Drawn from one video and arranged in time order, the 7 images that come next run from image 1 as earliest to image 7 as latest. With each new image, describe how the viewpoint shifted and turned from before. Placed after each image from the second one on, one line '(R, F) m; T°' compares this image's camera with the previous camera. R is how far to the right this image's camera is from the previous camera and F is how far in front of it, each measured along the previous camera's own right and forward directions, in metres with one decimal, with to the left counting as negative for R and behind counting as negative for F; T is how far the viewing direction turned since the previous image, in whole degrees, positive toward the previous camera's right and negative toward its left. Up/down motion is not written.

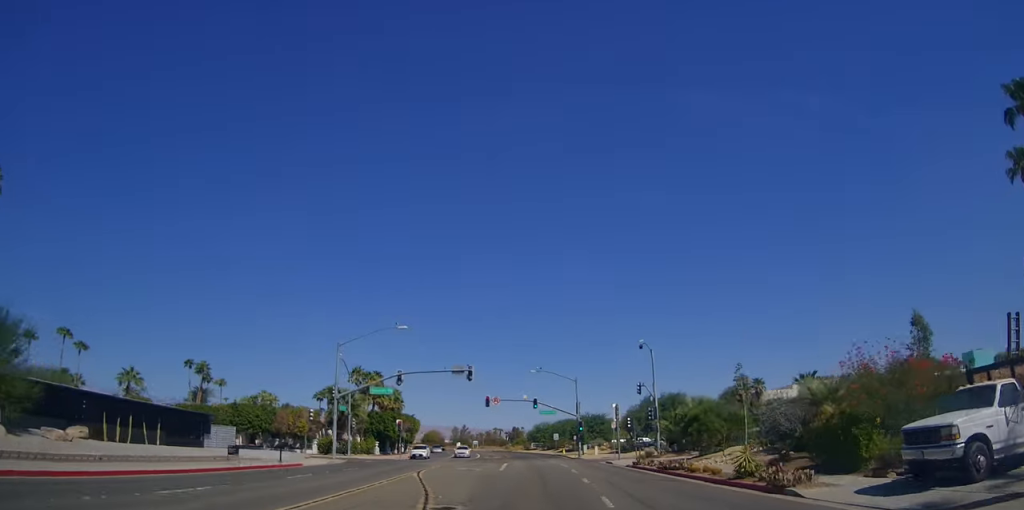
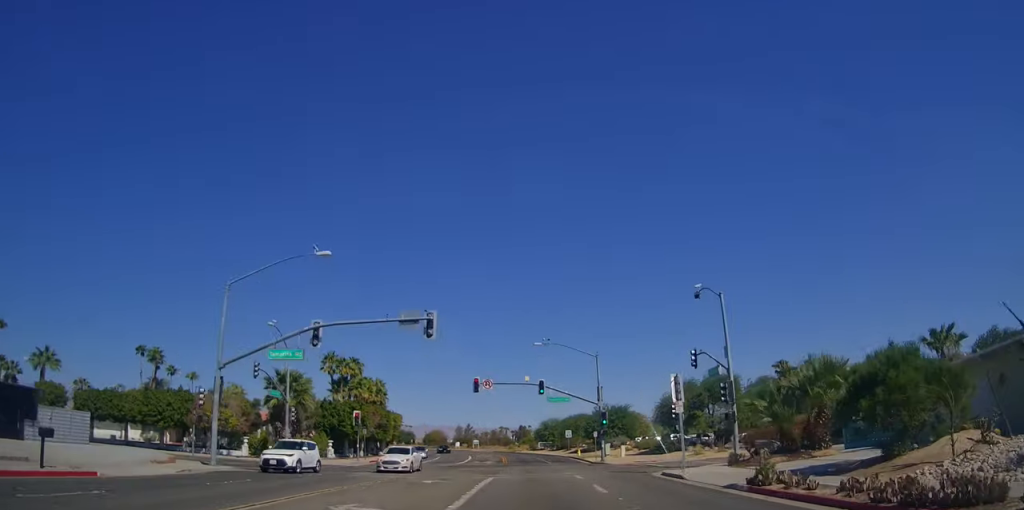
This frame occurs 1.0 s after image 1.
(-0.5, +18.5) m; -1°
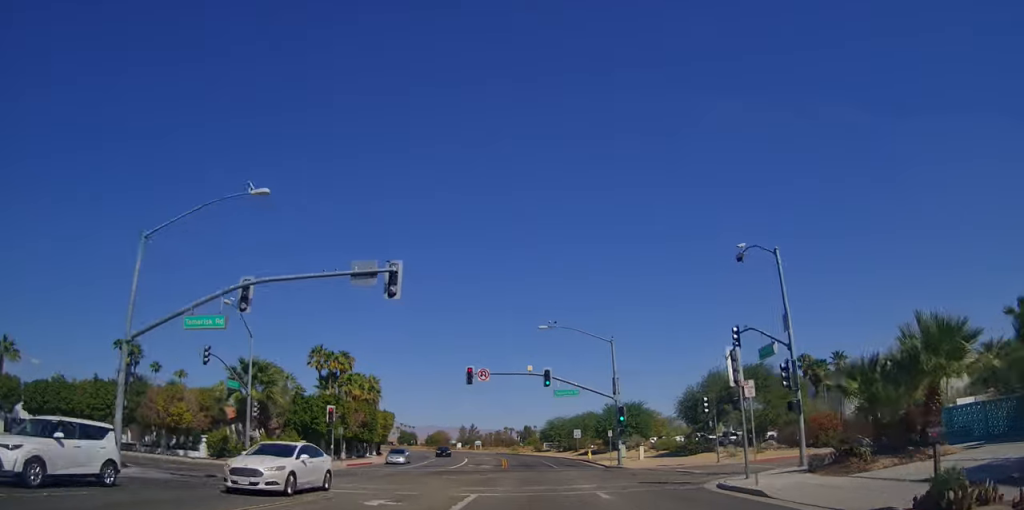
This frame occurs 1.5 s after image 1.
(-0.1, +7.7) m; 0°
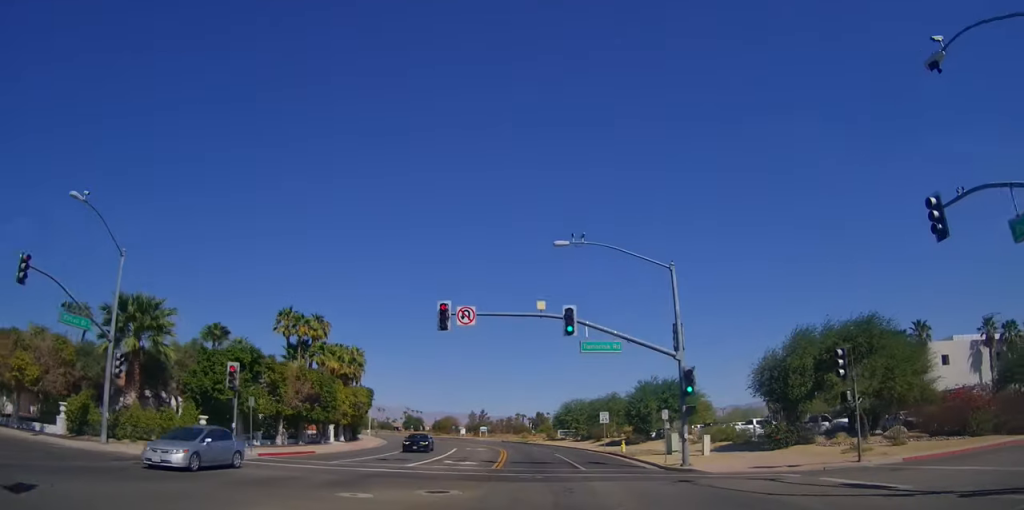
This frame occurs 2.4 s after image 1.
(+0.3, +16.7) m; 0°
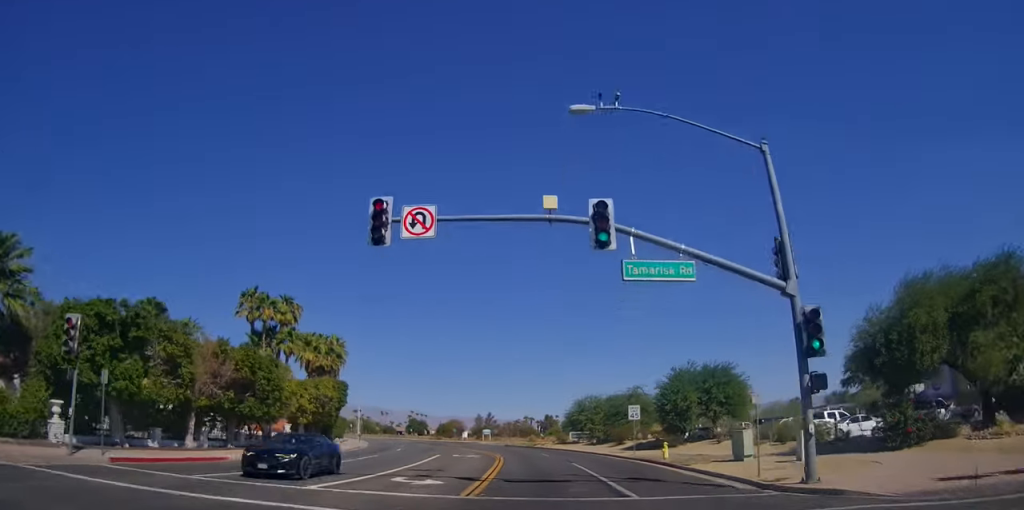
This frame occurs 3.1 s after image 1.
(-0.3, +12.0) m; -1°
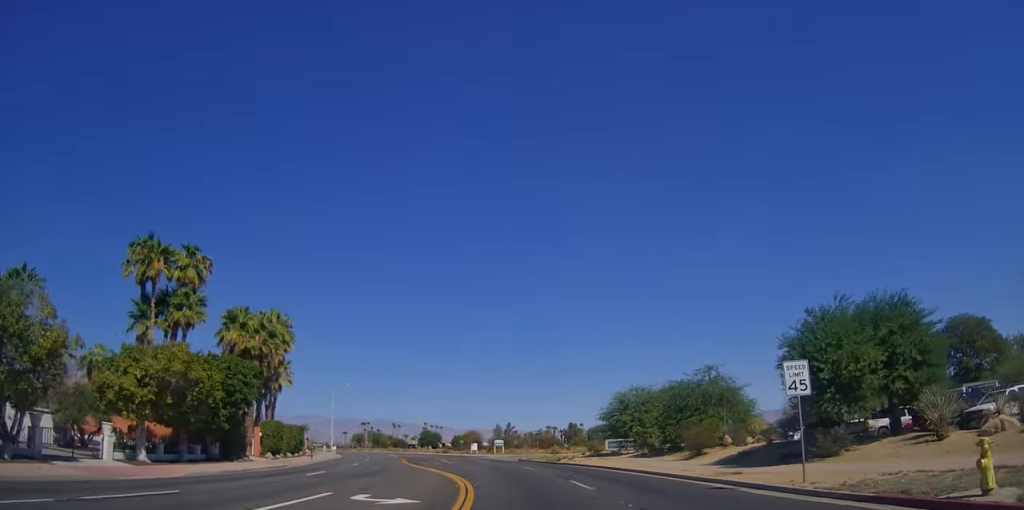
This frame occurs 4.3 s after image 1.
(-0.1, +21.8) m; 0°
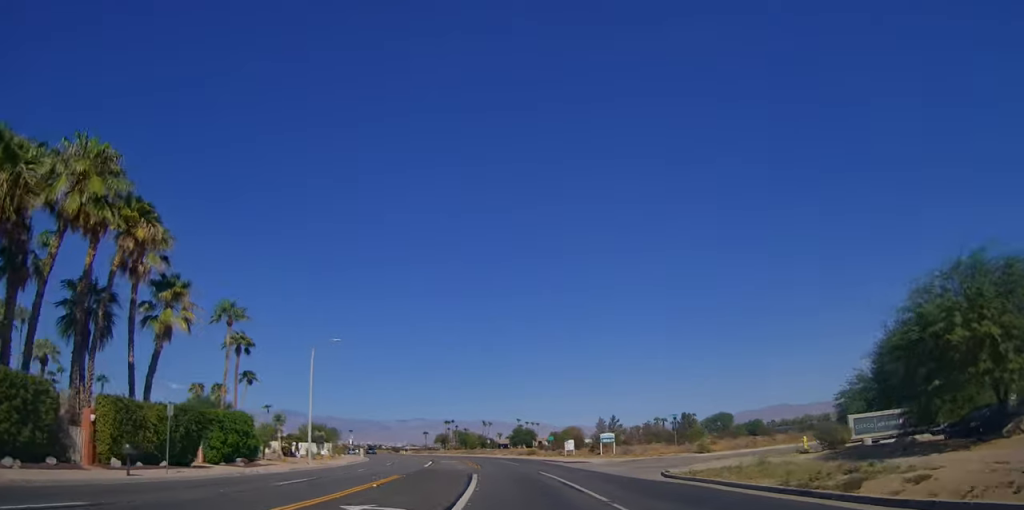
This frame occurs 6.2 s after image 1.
(-0.9, +33.8) m; -4°
